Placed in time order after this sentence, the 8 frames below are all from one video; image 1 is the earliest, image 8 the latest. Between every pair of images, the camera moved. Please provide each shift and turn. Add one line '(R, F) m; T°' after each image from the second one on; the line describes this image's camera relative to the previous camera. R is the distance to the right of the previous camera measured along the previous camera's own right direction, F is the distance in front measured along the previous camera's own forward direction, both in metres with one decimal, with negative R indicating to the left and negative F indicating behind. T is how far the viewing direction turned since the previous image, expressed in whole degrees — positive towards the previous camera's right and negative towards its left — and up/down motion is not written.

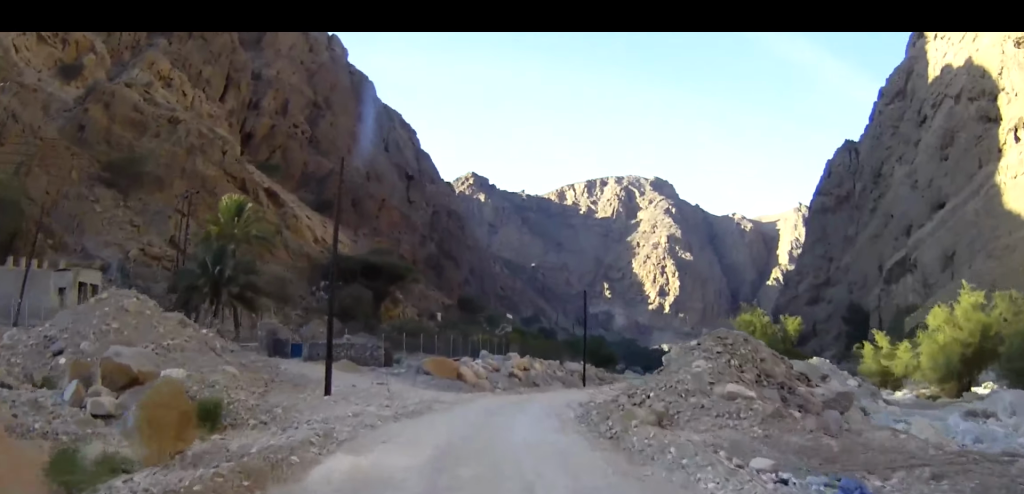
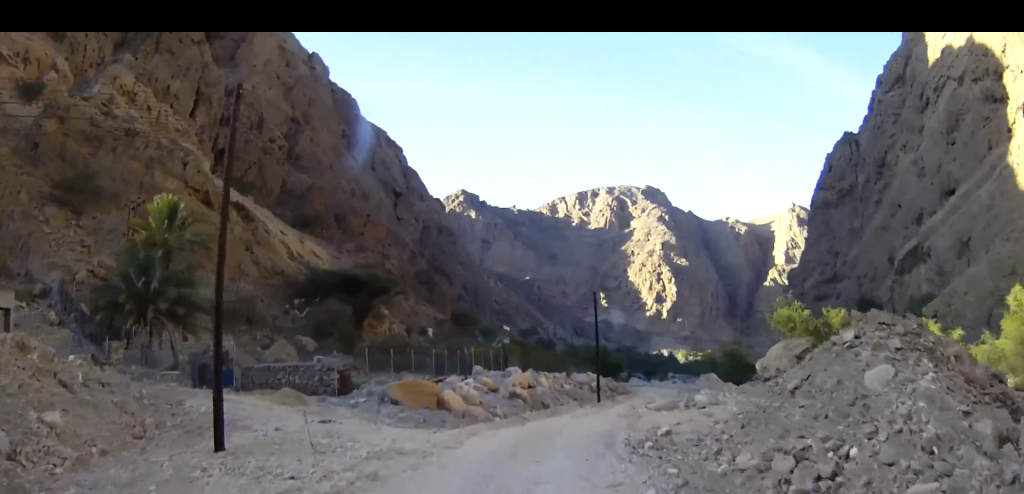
(-0.1, +8.3) m; 0°
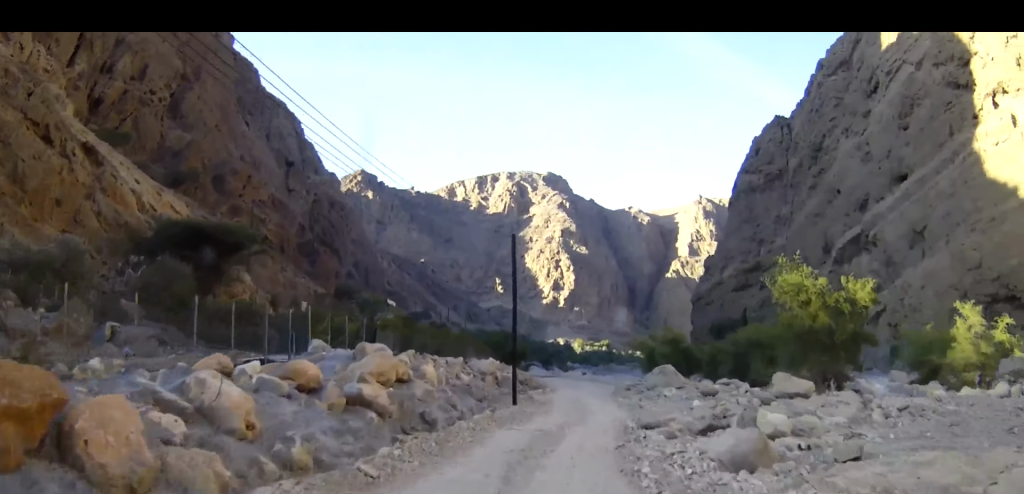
(+0.8, +17.7) m; +6°
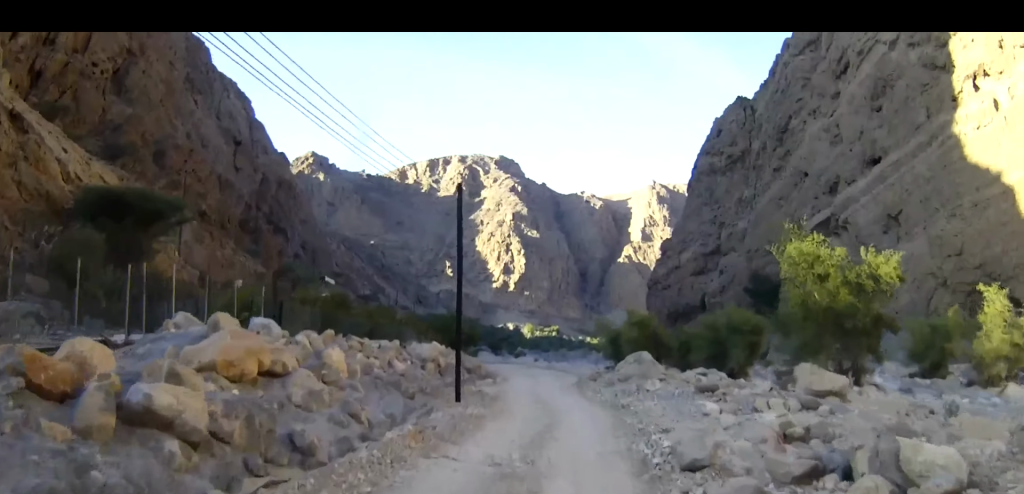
(+0.2, +7.2) m; +3°
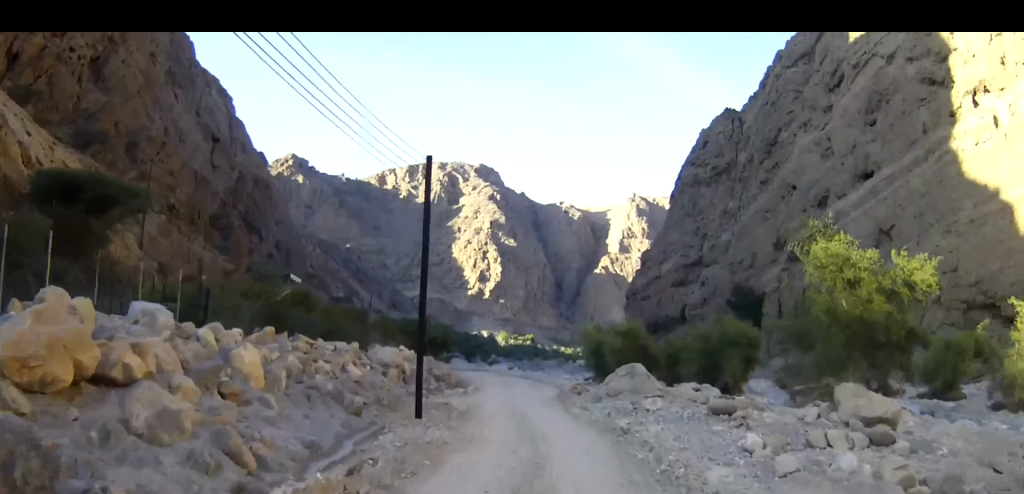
(+0.1, +4.4) m; +2°
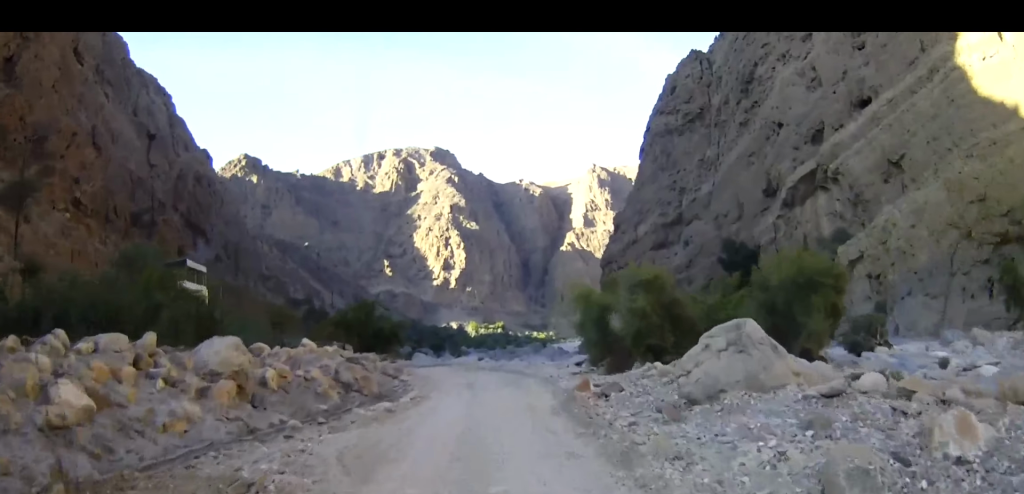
(+0.8, +16.5) m; +4°
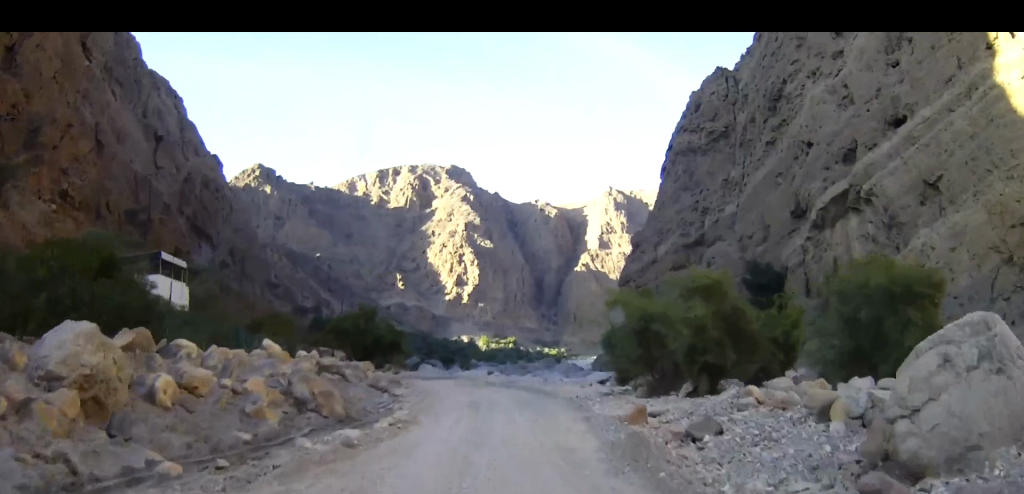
(0.0, +6.6) m; 0°
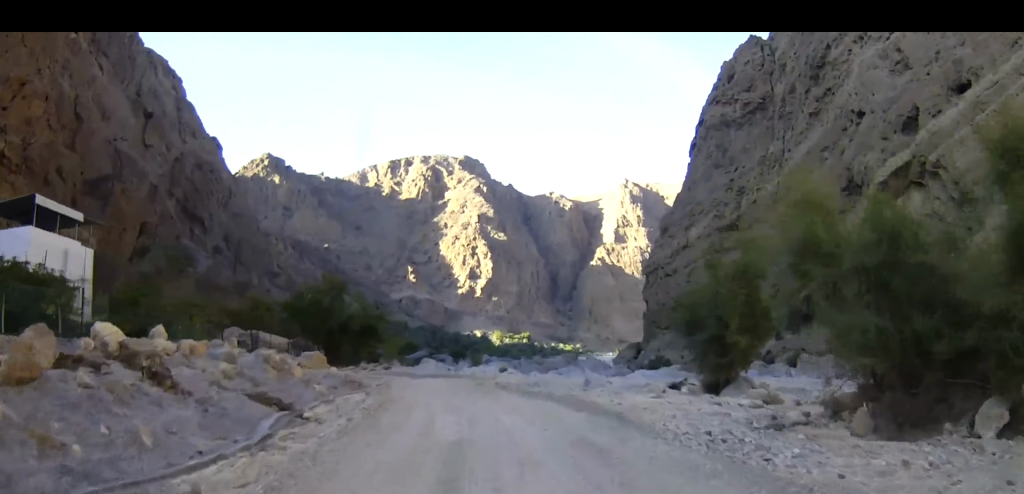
(0.0, +16.0) m; -1°
